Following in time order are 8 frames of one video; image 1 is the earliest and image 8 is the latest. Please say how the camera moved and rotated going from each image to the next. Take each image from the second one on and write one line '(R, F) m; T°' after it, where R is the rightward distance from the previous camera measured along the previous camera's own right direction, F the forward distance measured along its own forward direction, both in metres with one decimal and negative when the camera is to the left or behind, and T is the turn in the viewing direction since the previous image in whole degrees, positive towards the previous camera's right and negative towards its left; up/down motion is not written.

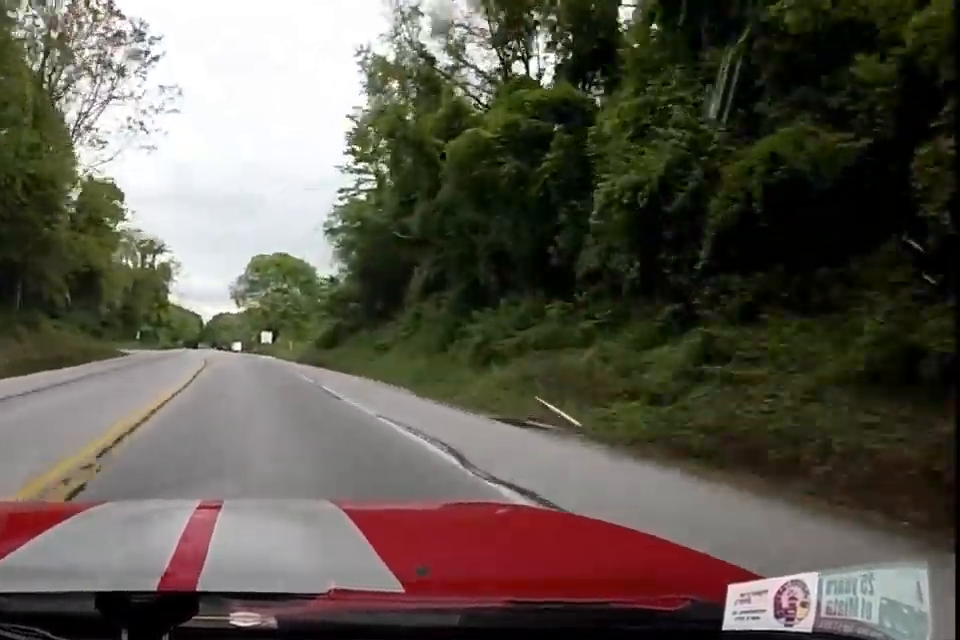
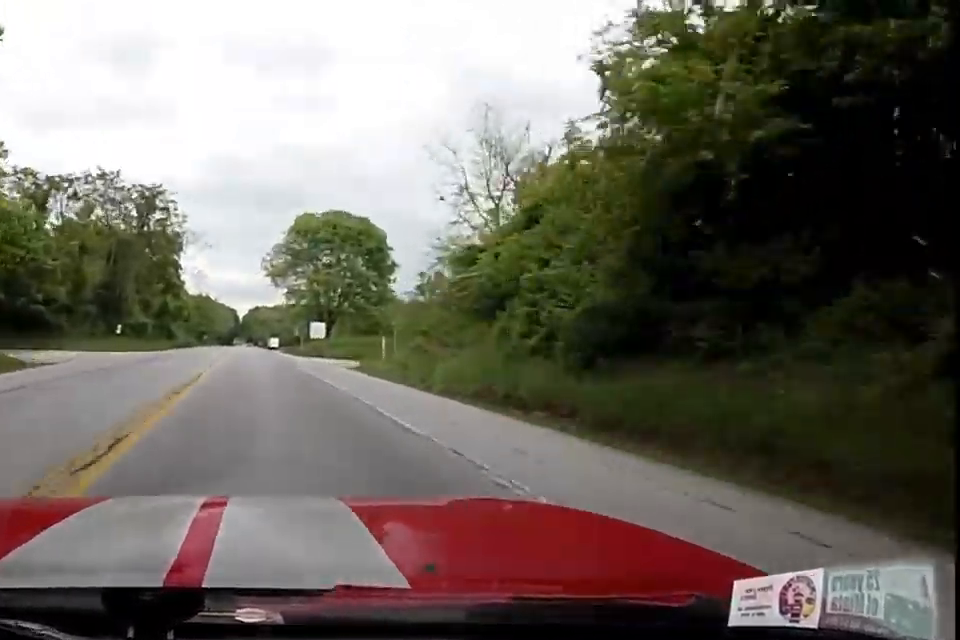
(-1.2, +30.7) m; -2°
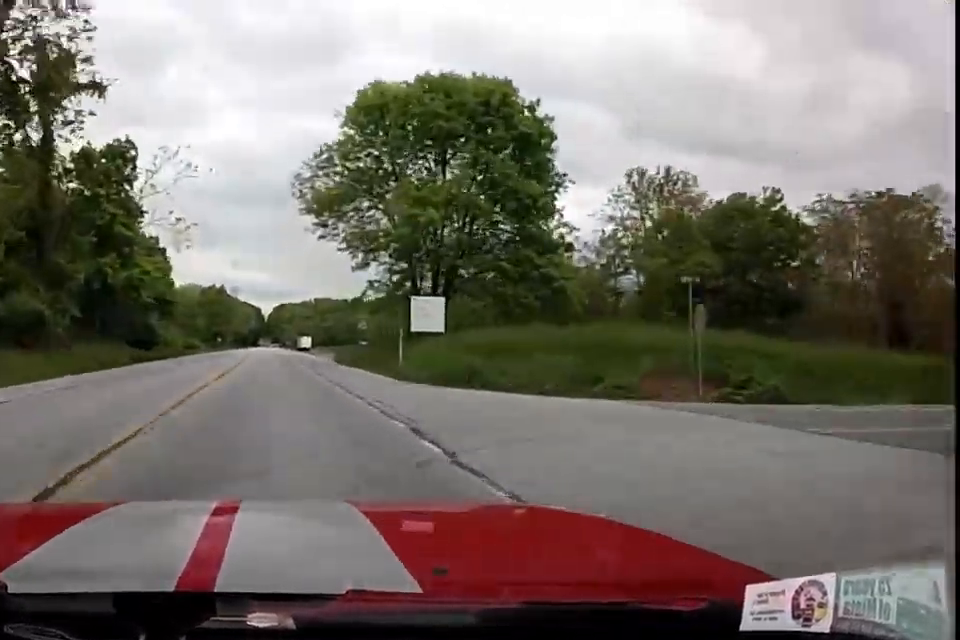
(0.0, +36.7) m; 0°
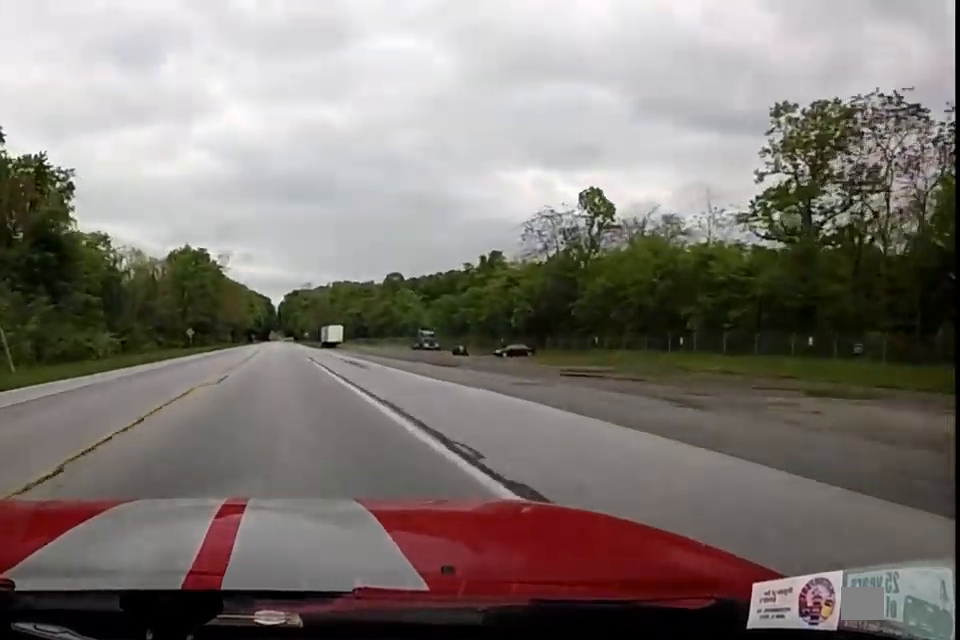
(-1.6, +56.0) m; -2°
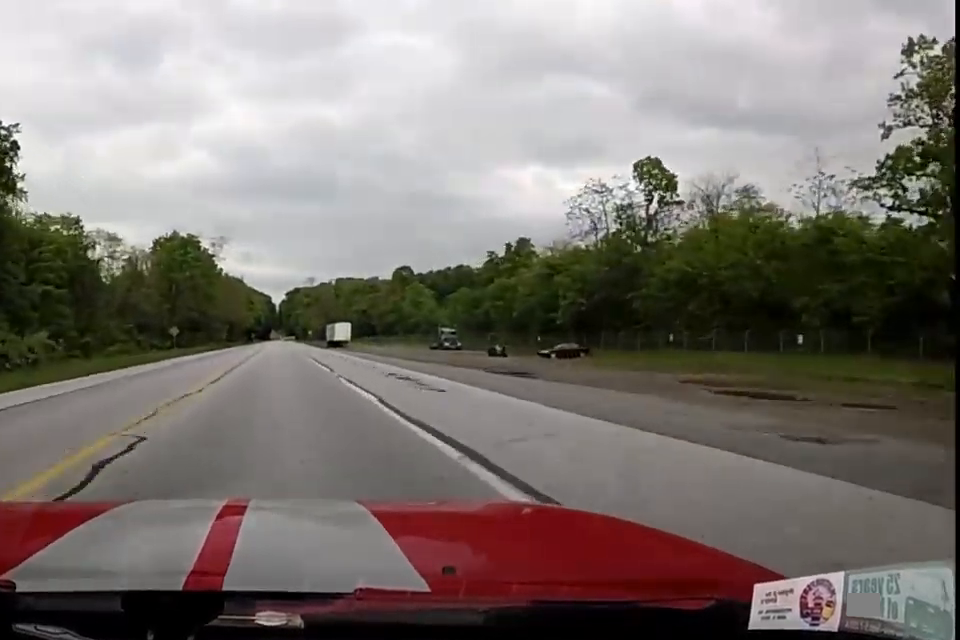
(-0.2, +11.6) m; 0°
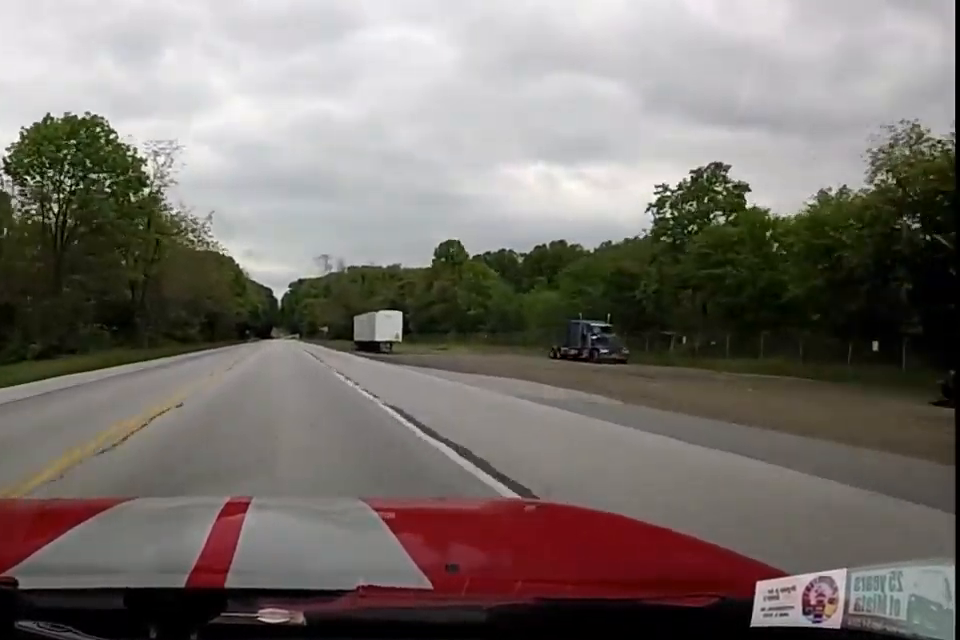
(+1.5, +42.9) m; +1°
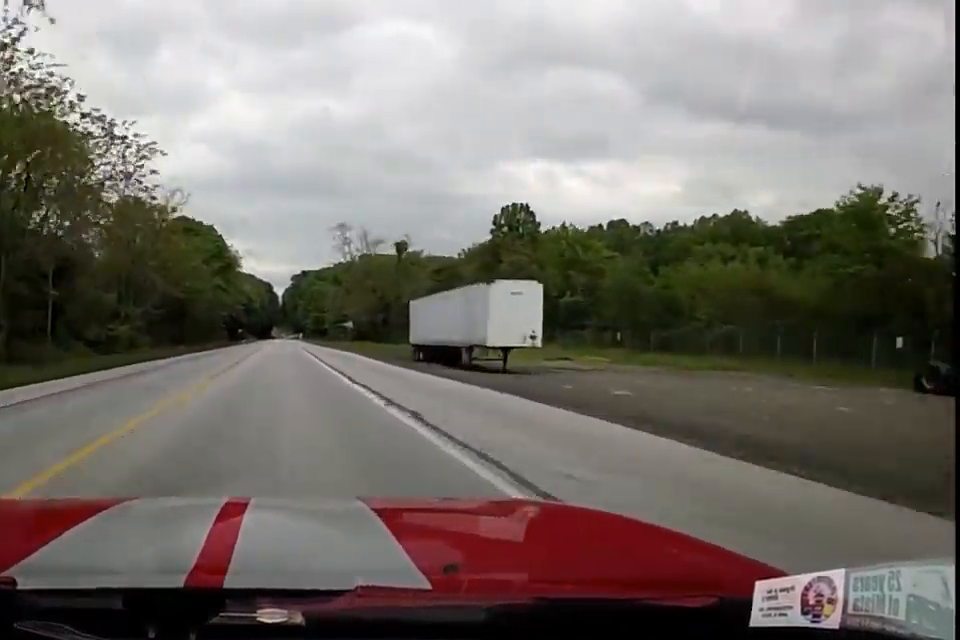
(-0.9, +33.3) m; -2°
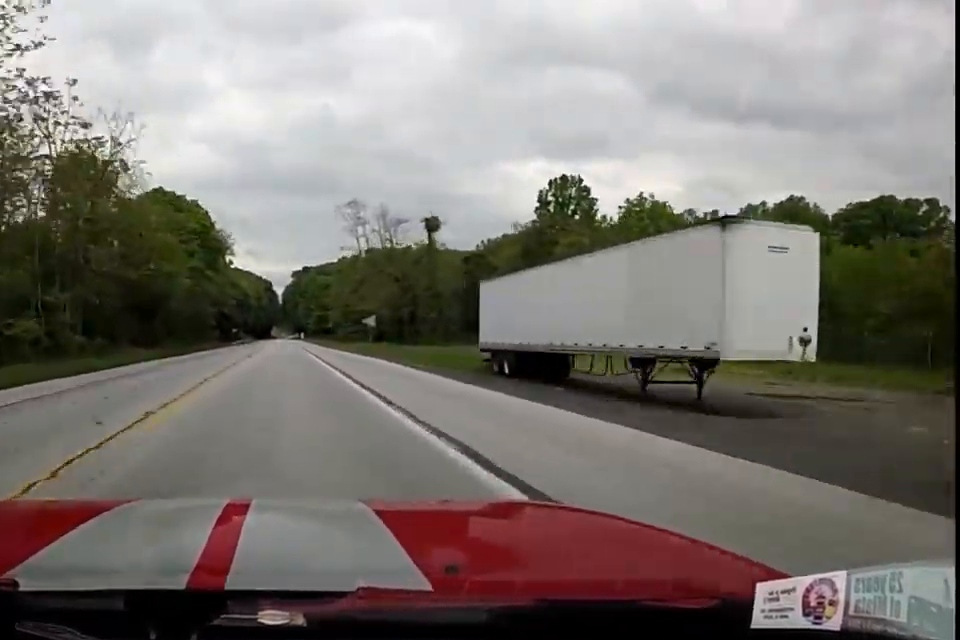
(-0.1, +15.7) m; 0°
